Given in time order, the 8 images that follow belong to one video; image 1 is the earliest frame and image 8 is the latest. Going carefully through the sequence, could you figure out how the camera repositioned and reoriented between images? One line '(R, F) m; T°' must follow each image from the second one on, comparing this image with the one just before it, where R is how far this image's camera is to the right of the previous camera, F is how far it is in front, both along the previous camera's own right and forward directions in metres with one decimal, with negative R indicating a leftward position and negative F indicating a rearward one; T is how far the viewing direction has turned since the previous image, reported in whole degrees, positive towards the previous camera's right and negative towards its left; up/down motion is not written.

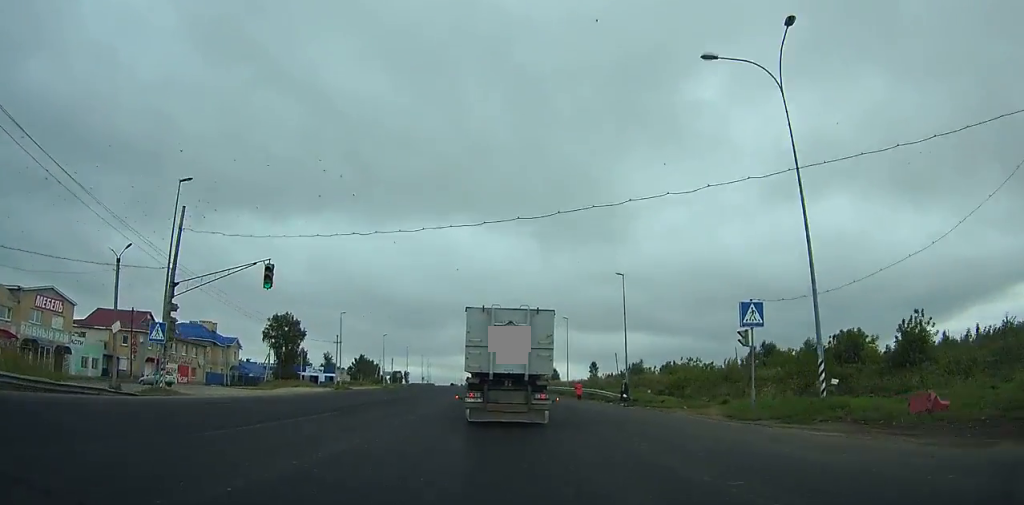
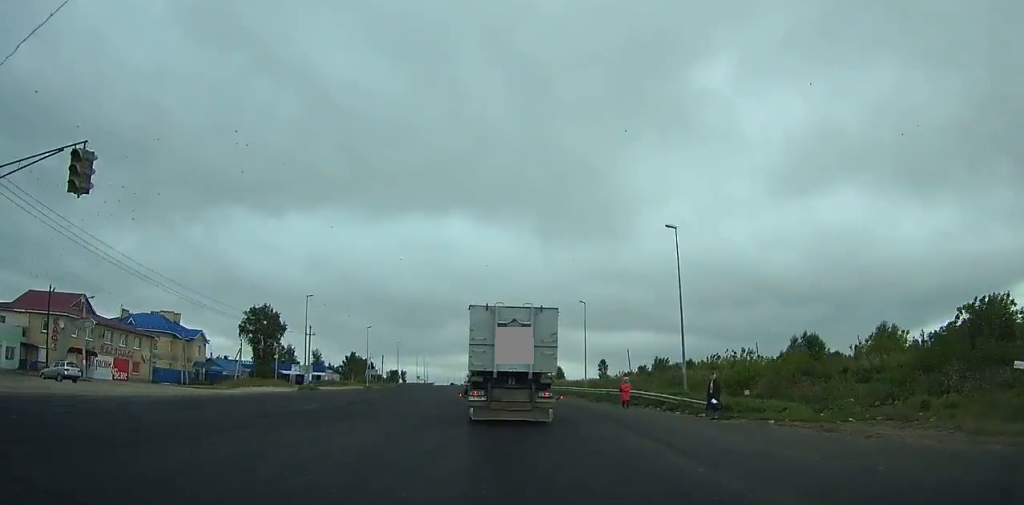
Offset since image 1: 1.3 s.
(0.0, +13.6) m; 0°
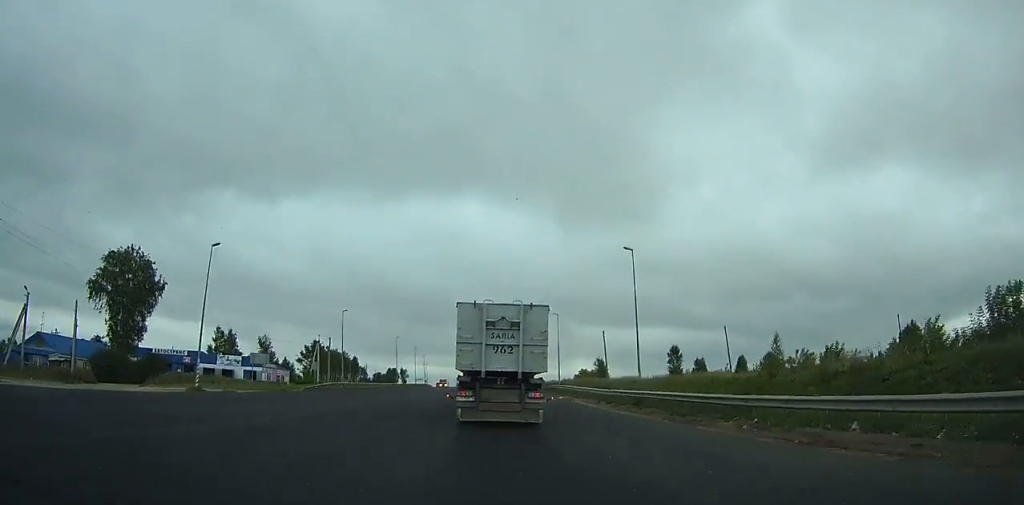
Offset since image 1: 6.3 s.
(-0.5, +56.4) m; -2°
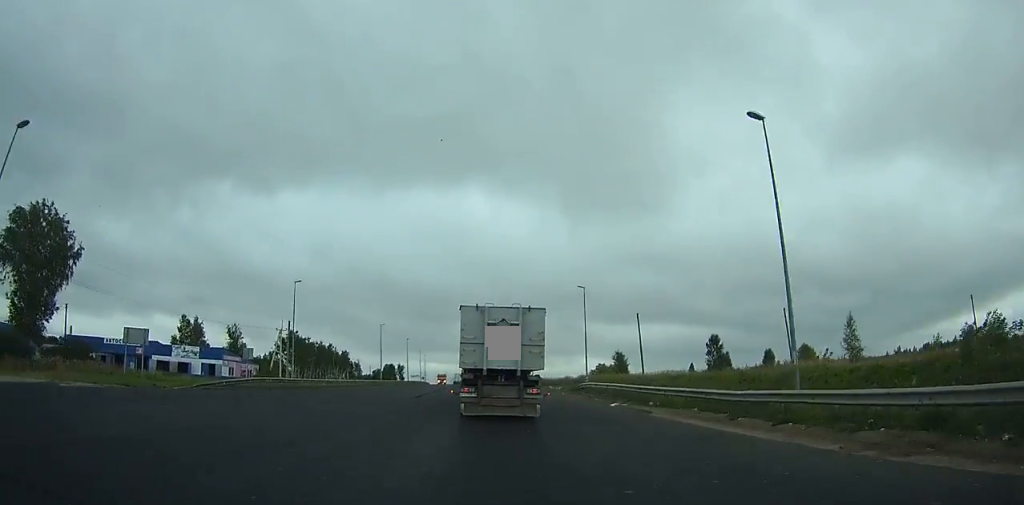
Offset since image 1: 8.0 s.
(-0.1, +20.3) m; -1°
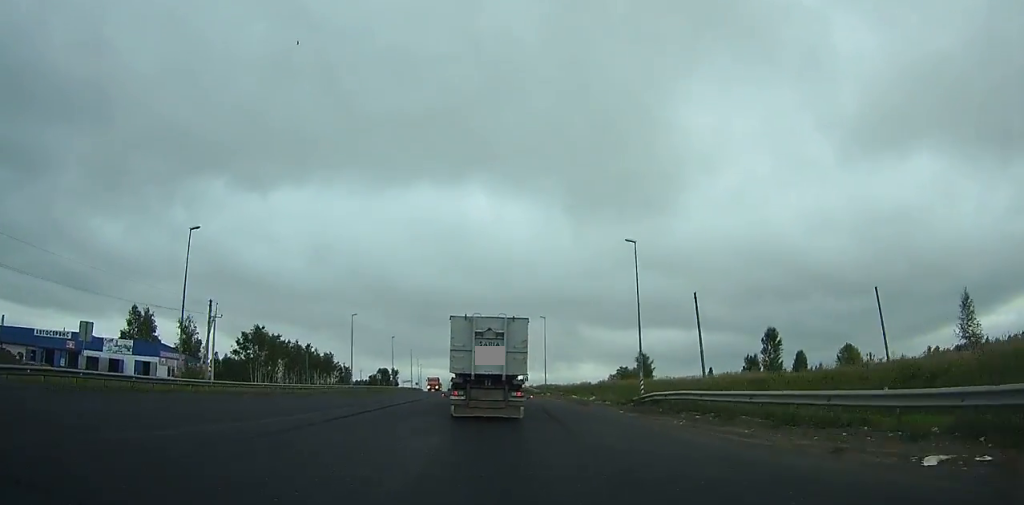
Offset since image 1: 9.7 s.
(-0.1, +21.0) m; -1°
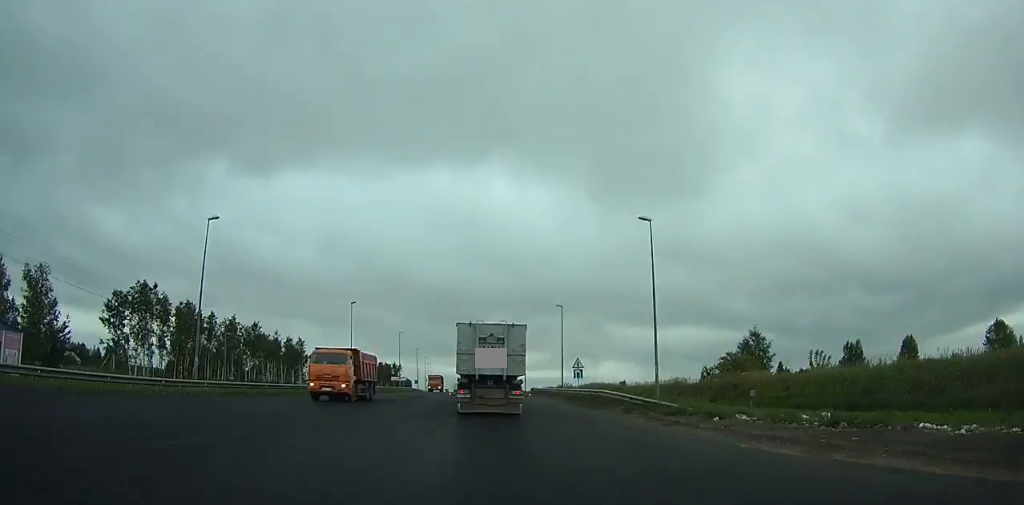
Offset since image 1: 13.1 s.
(-0.5, +43.2) m; -2°
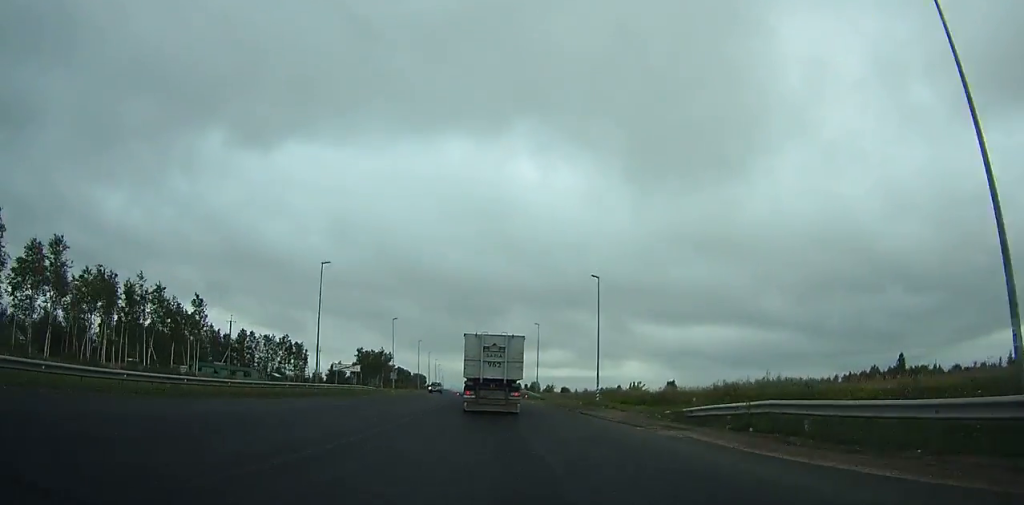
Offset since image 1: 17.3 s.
(-1.0, +56.1) m; -2°
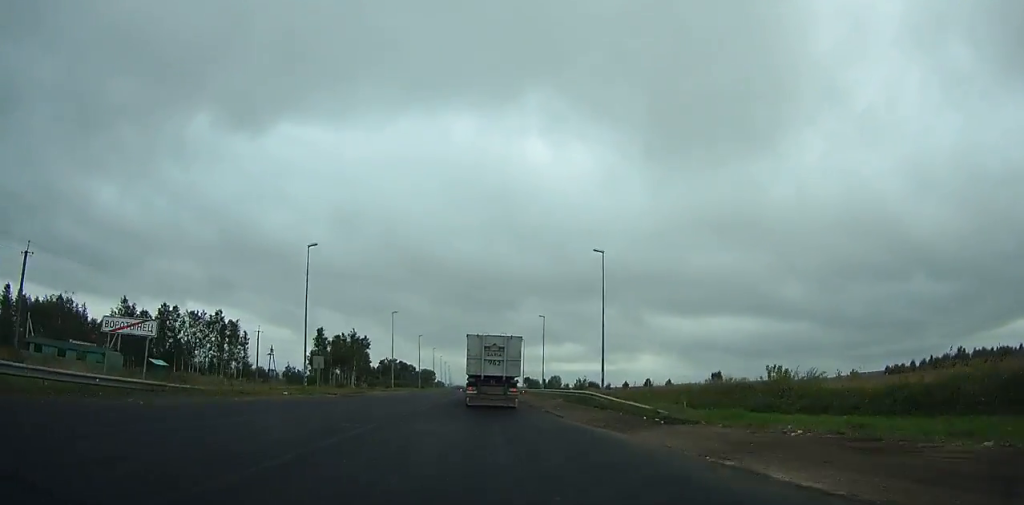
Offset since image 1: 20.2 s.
(-0.2, +41.3) m; -1°
